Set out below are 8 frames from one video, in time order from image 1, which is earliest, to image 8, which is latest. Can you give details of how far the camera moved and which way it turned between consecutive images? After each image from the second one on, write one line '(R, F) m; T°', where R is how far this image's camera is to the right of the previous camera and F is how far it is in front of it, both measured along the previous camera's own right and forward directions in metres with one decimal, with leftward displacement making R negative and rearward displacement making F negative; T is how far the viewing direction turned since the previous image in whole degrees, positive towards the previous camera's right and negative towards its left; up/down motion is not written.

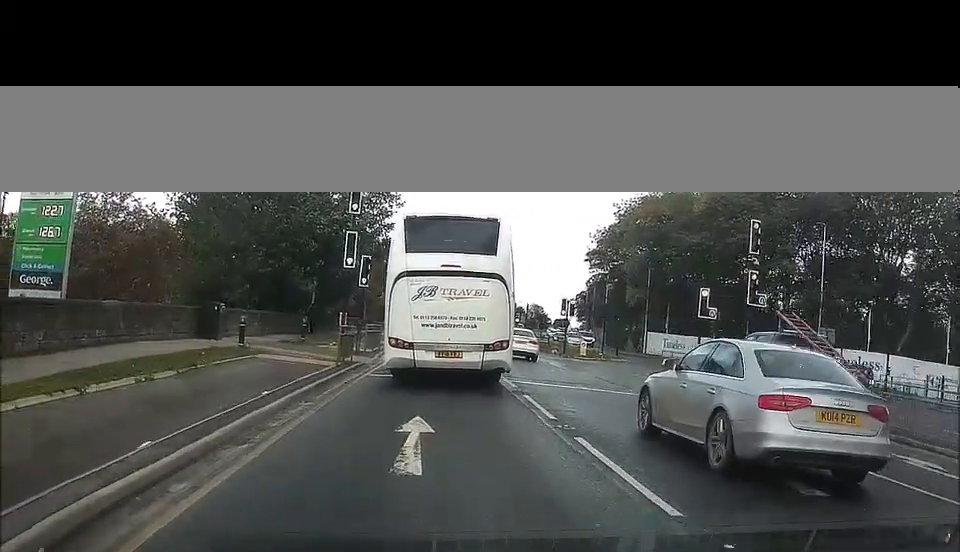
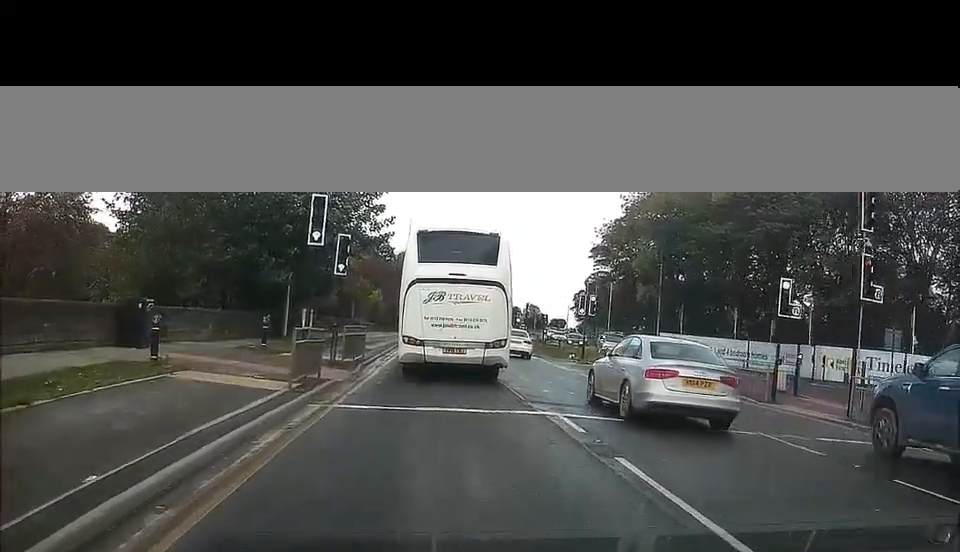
(+0.1, +8.2) m; +1°
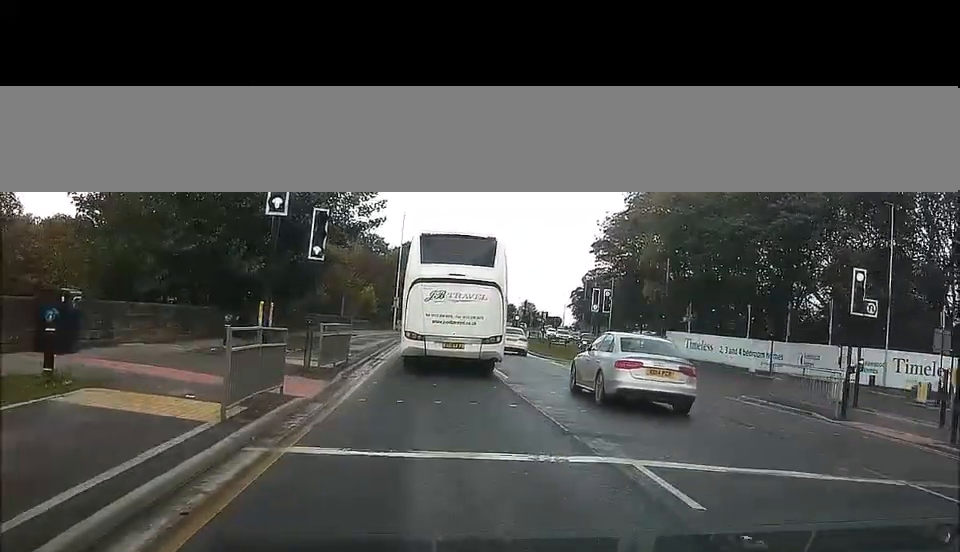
(+0.1, +4.8) m; -1°
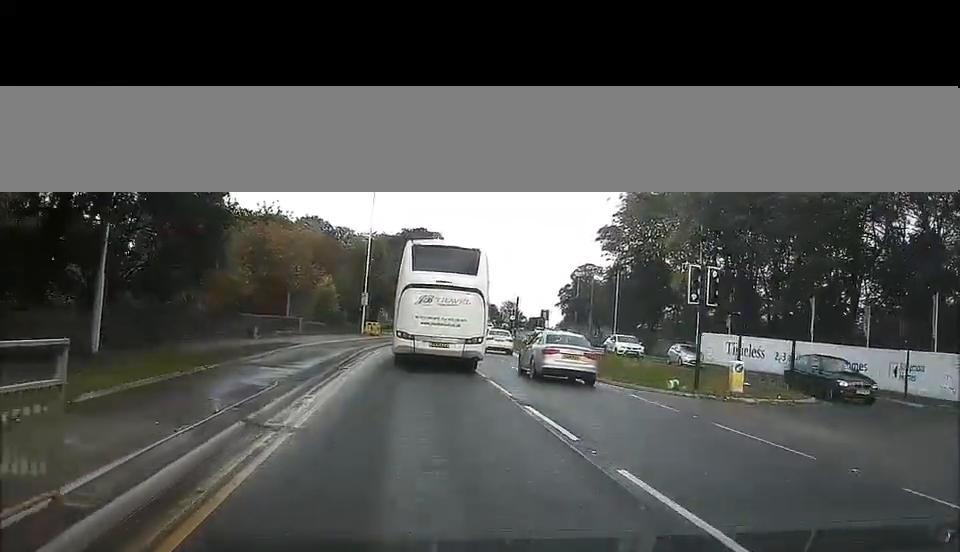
(0.0, +13.0) m; +3°
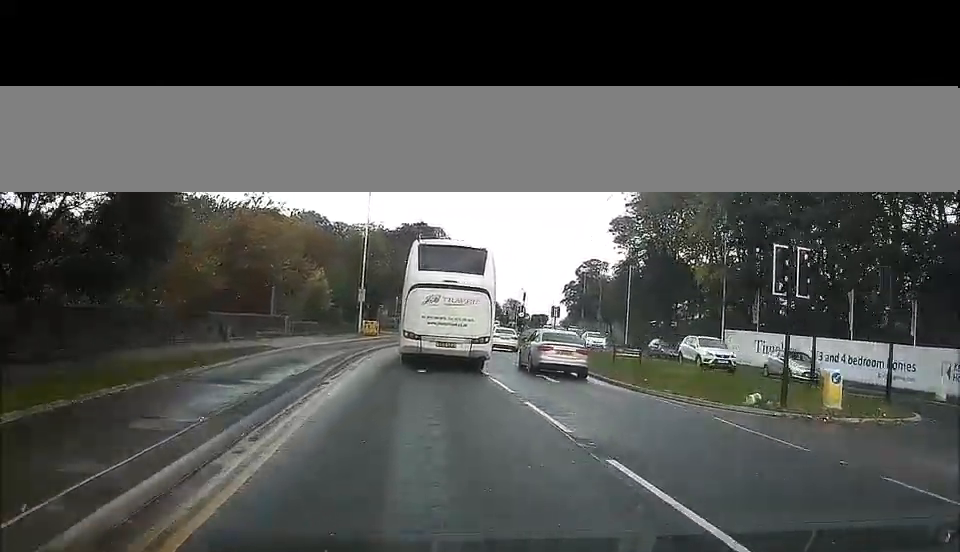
(0.0, +4.7) m; -1°
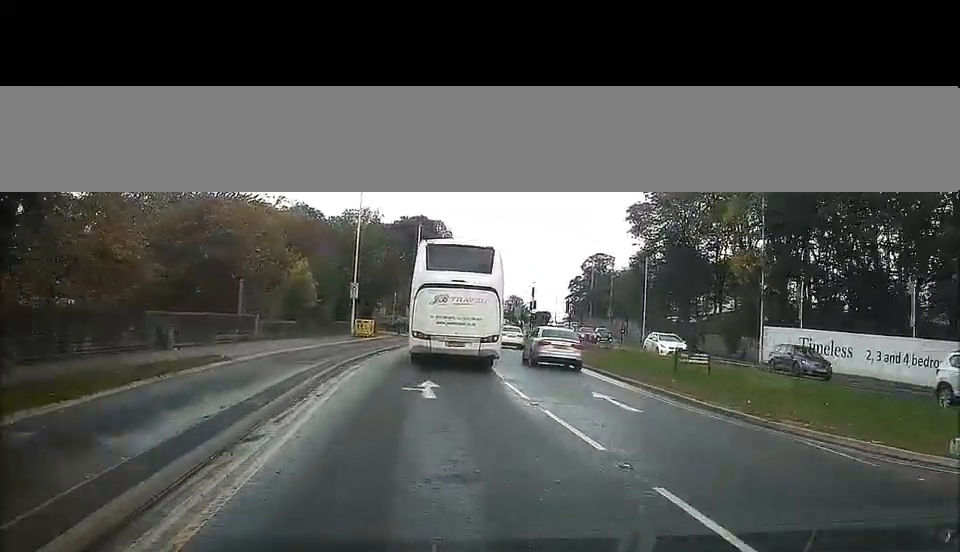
(-0.1, +7.5) m; -1°
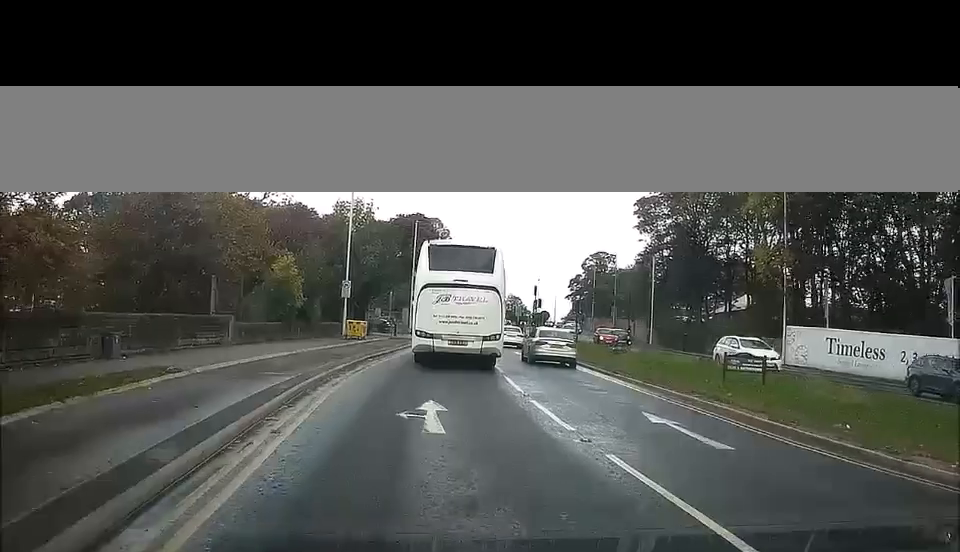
(0.0, +4.5) m; 0°
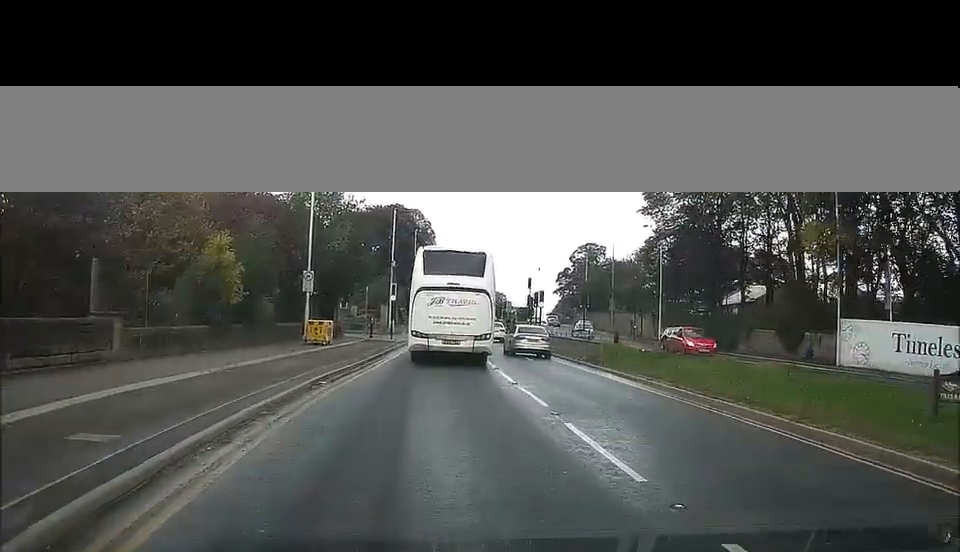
(+0.2, +10.0) m; +3°
